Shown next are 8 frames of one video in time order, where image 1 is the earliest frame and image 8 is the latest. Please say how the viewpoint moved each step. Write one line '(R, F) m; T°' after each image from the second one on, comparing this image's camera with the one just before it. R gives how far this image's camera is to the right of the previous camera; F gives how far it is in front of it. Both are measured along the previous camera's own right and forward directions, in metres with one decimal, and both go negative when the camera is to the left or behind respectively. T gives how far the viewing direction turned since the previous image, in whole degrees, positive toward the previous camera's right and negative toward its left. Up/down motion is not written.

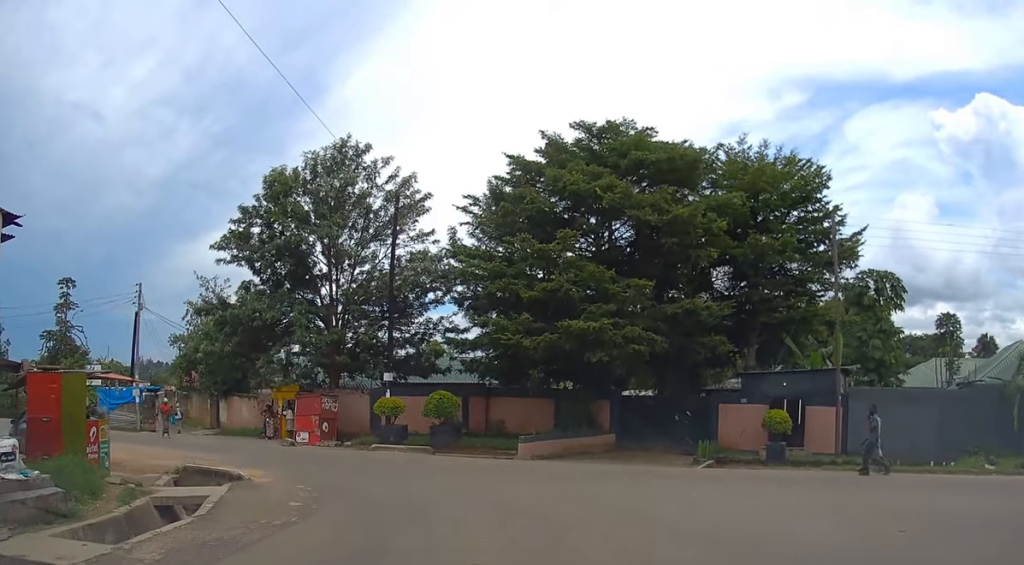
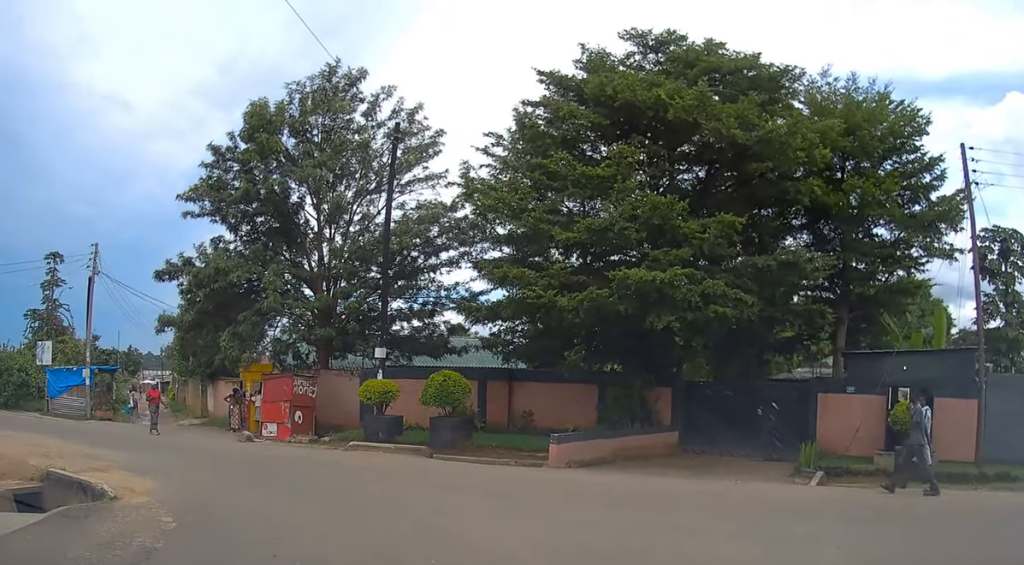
(-0.2, +7.6) m; -4°
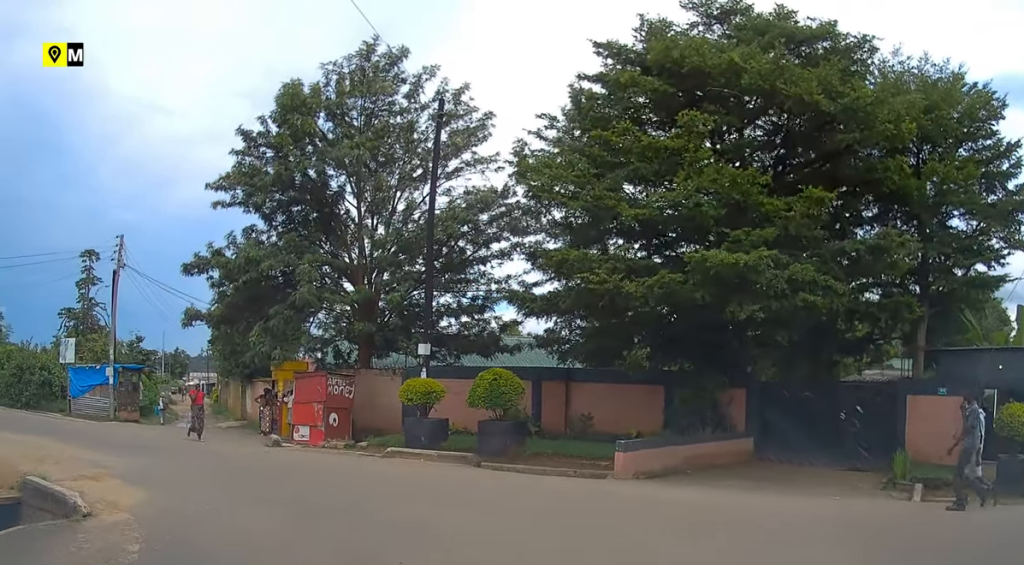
(-0.1, +2.1) m; -7°
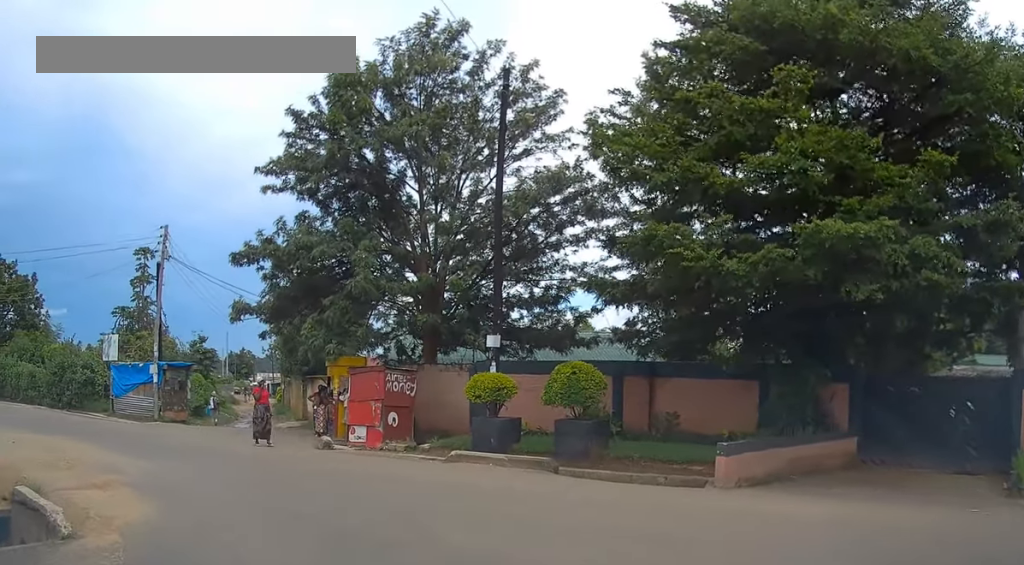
(-0.2, +1.8) m; -7°
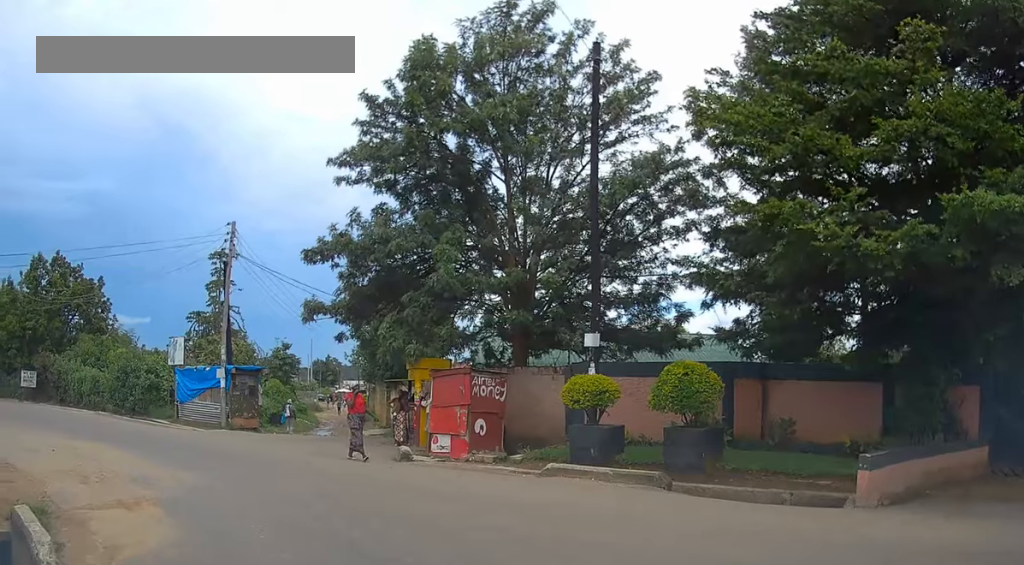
(0.0, +1.8) m; -5°
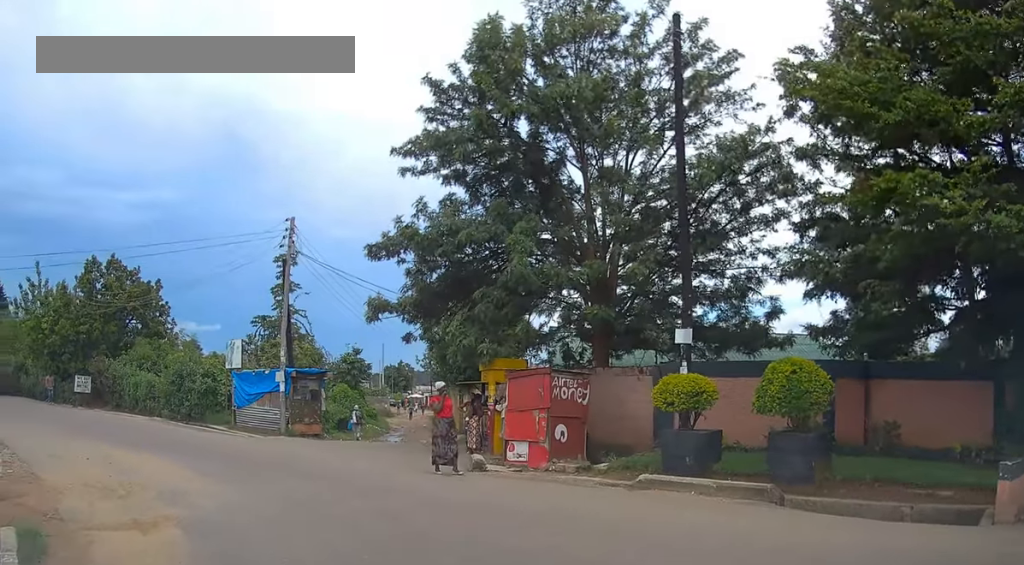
(0.0, +1.4) m; -5°
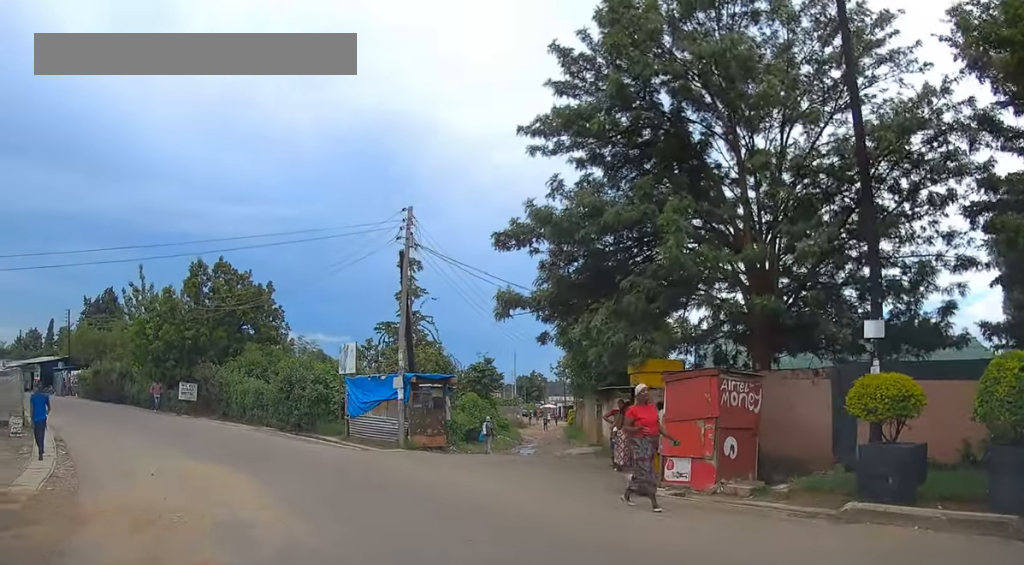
(-0.1, +2.5) m; -14°
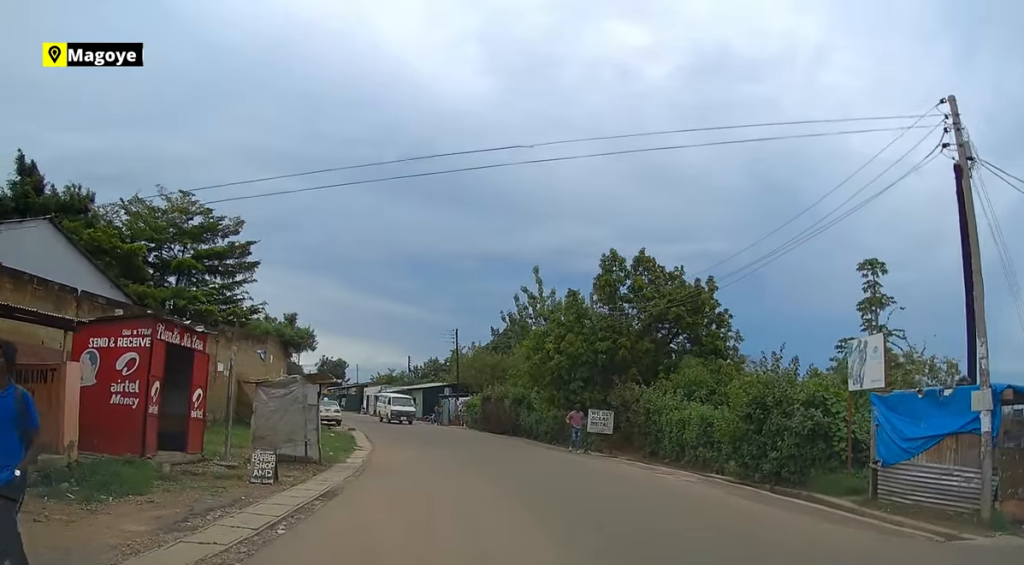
(-3.1, +8.8) m; -30°
